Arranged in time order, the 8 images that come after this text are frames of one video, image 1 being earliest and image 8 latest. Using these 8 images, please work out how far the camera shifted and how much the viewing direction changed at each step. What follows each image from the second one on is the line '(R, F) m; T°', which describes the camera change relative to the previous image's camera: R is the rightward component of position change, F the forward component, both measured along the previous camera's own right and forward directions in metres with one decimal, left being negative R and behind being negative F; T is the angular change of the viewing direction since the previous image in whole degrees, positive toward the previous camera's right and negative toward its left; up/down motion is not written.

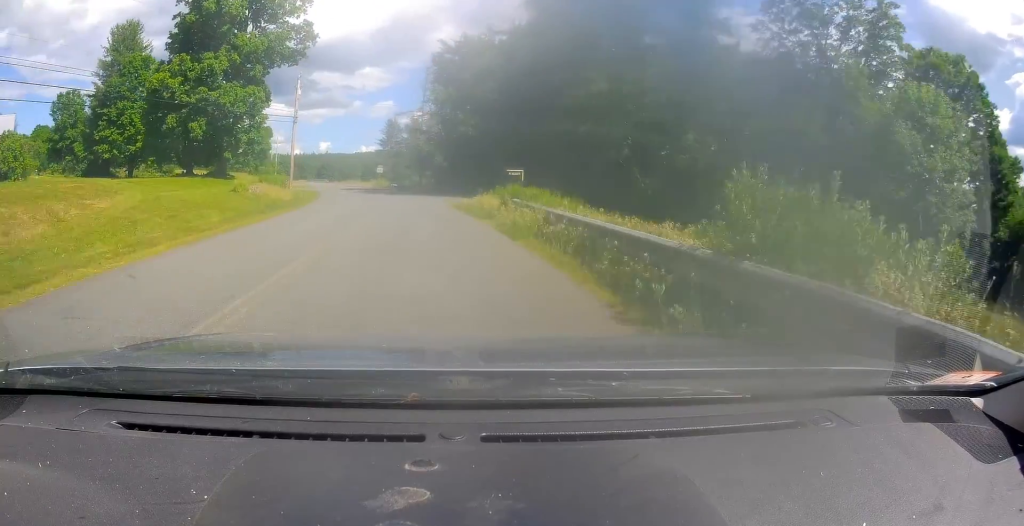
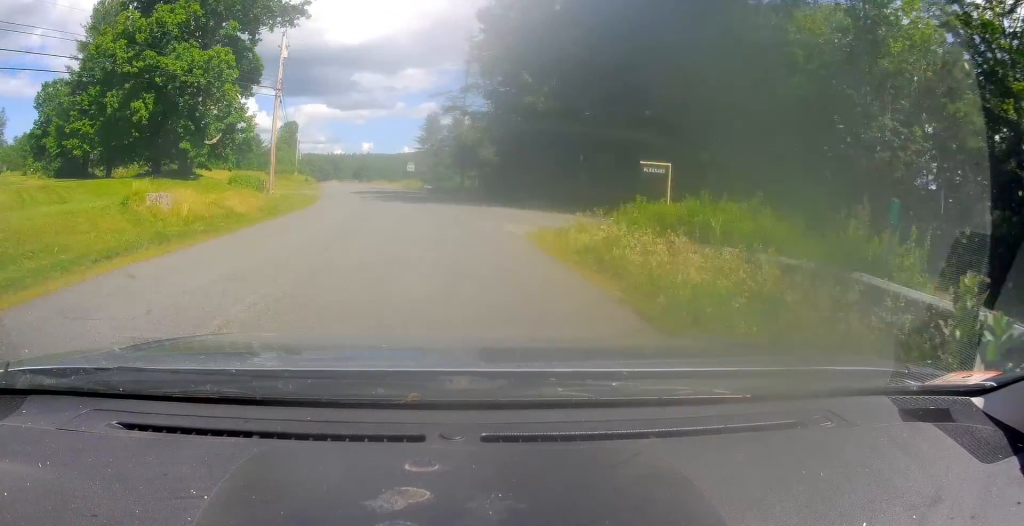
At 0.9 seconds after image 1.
(-0.6, +16.7) m; -4°
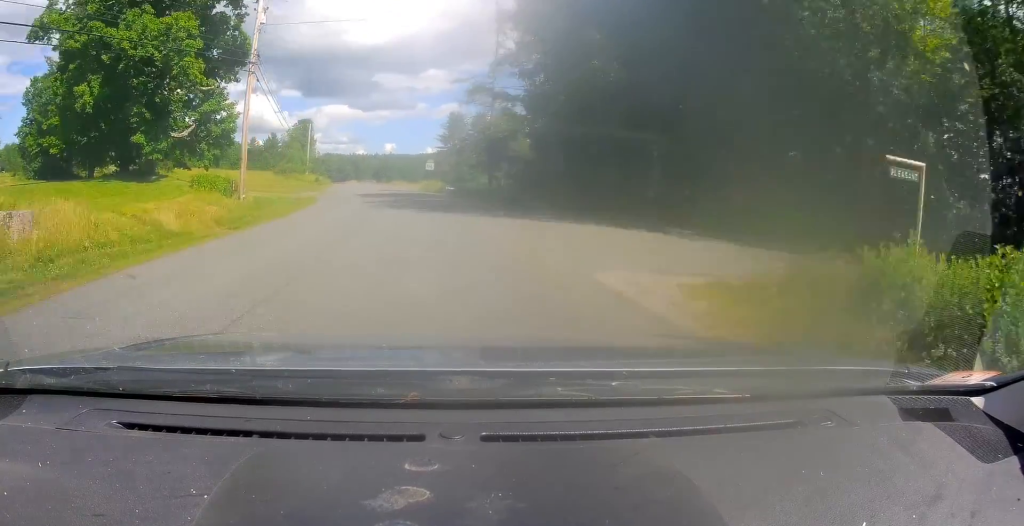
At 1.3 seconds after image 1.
(+0.1, +8.4) m; -2°
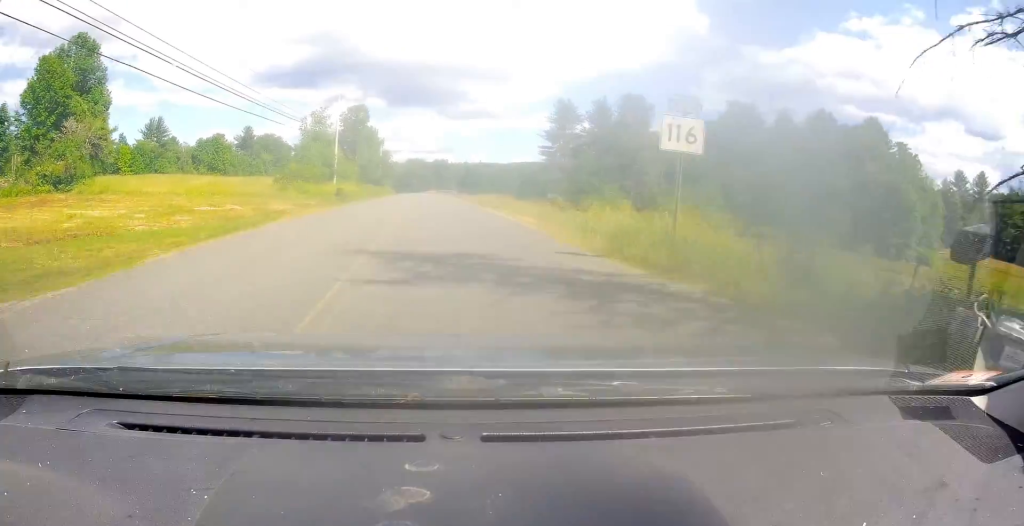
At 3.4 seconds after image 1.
(-4.6, +42.1) m; -10°
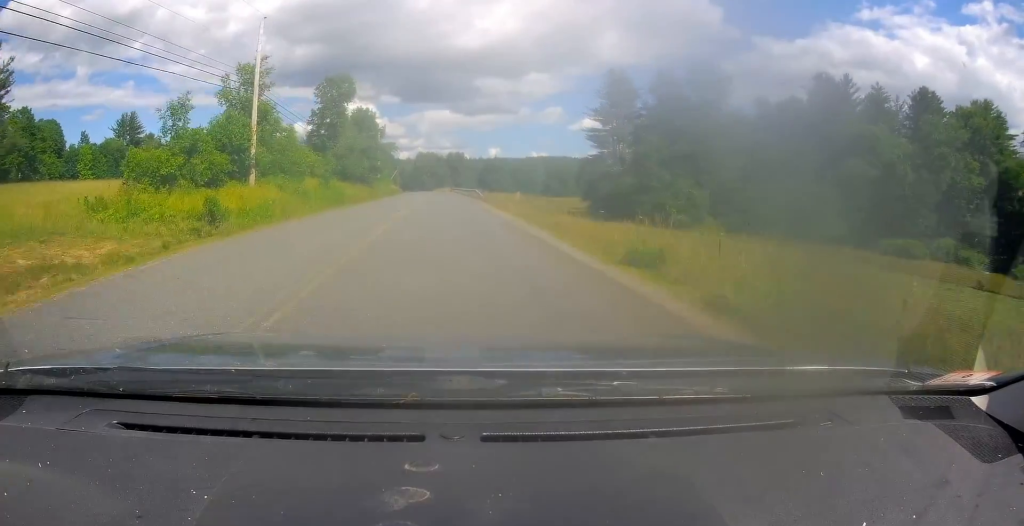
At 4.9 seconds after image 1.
(-1.3, +30.6) m; -3°
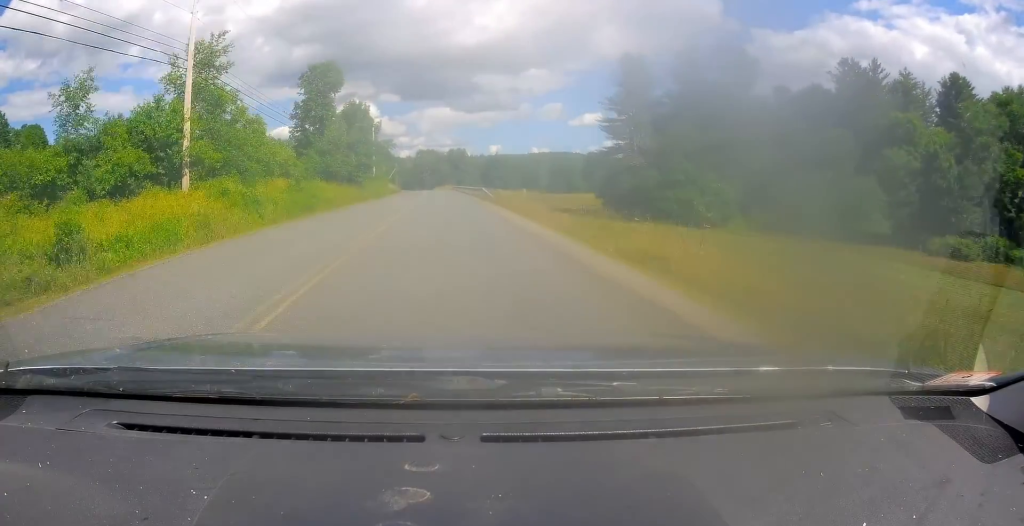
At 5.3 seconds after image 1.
(-0.2, +8.1) m; 0°
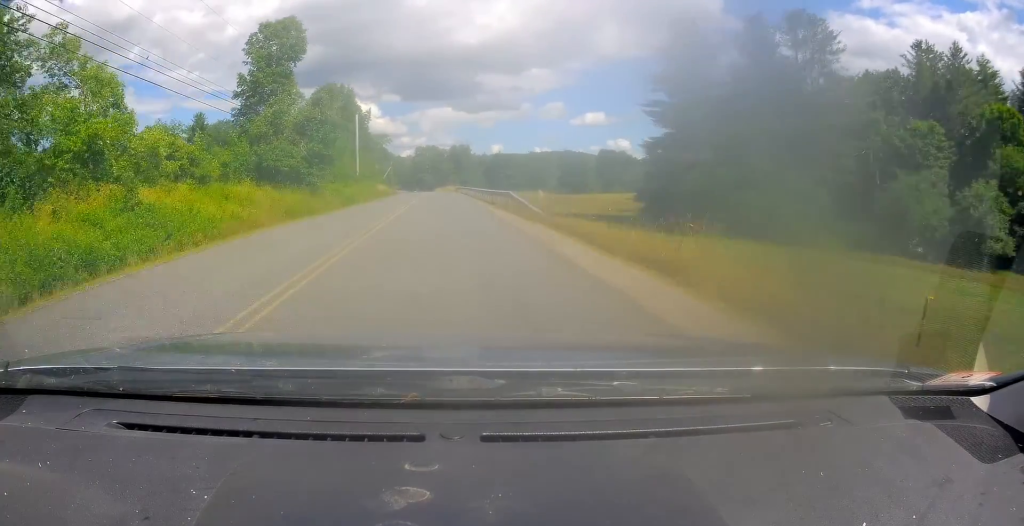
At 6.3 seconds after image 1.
(+0.5, +20.1) m; +3°
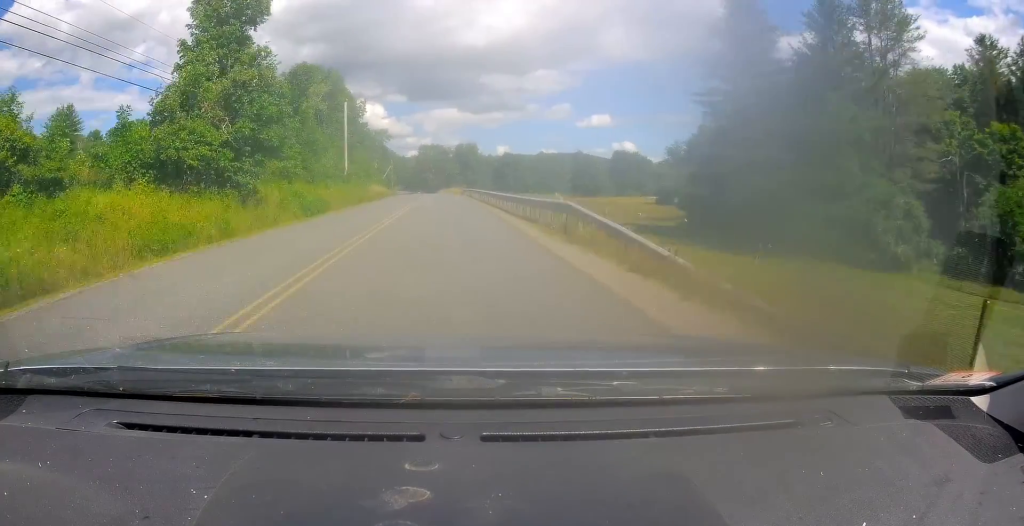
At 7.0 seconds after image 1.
(+0.5, +13.7) m; -1°
